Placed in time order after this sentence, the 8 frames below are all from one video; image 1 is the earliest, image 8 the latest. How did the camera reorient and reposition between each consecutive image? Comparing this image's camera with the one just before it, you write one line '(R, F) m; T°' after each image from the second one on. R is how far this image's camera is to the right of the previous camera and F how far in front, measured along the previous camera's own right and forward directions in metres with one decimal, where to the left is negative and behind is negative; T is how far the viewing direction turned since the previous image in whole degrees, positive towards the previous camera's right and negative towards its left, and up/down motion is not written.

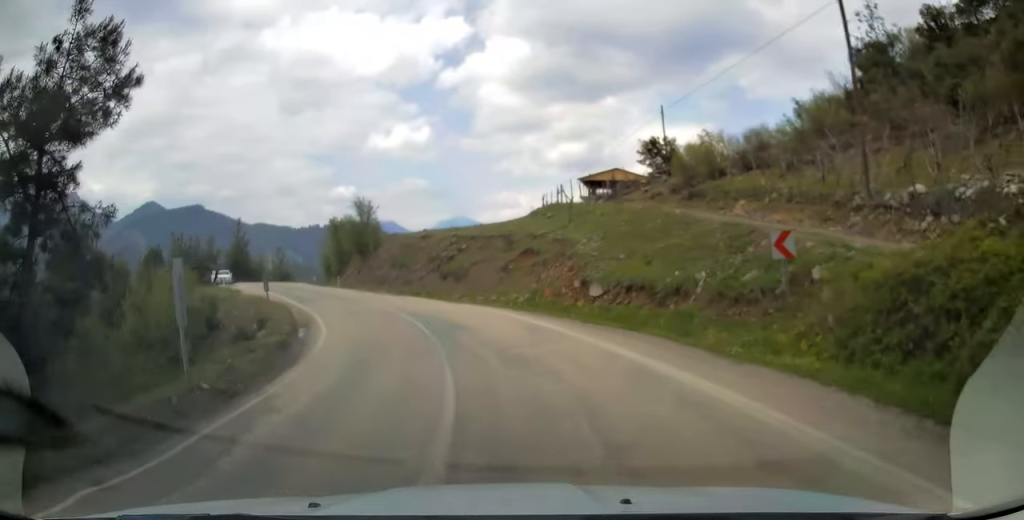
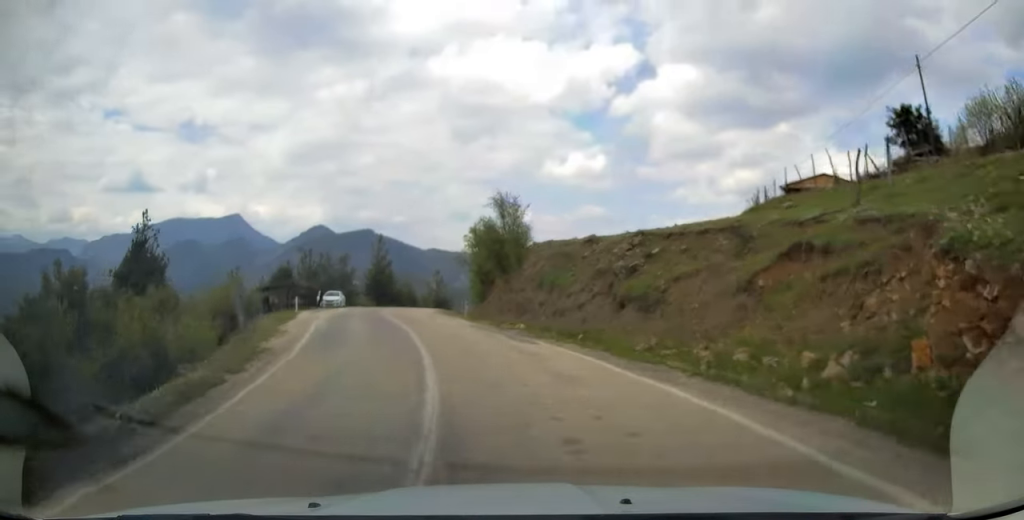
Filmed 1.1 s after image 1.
(-2.0, +15.7) m; -15°
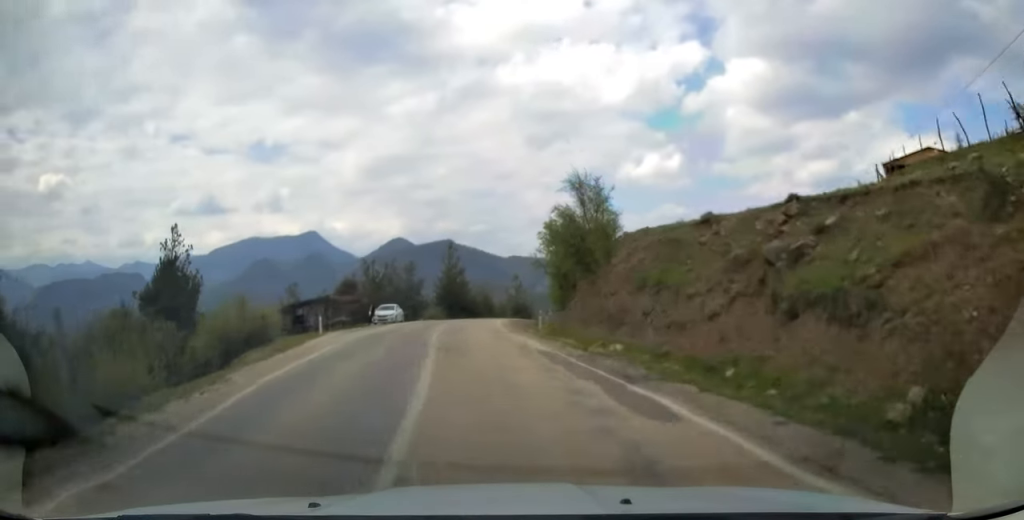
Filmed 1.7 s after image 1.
(-0.5, +8.1) m; -7°
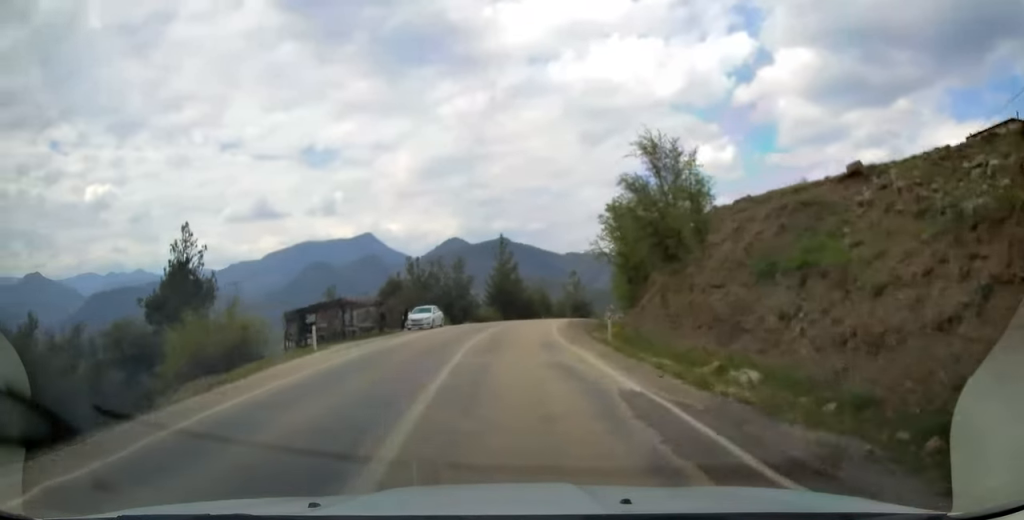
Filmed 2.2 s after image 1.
(-0.5, +7.1) m; -3°
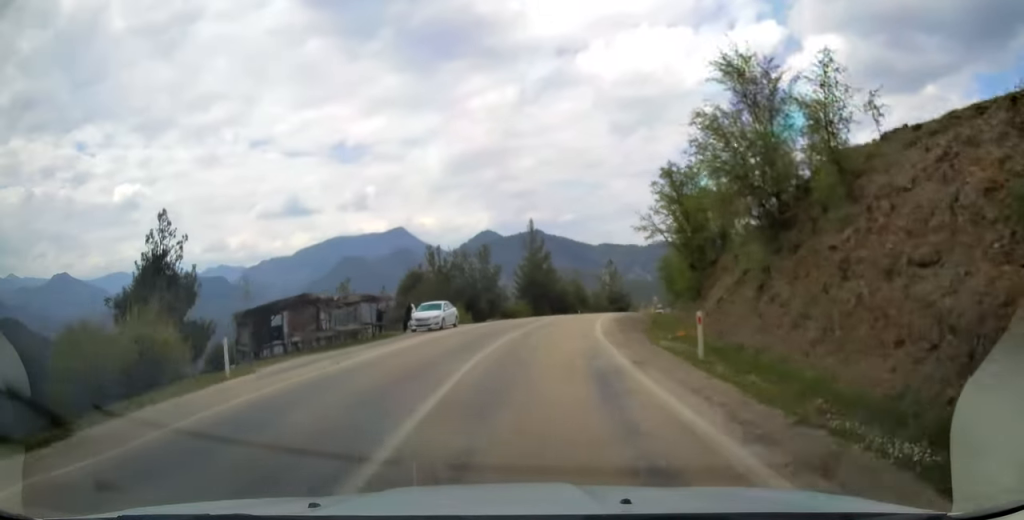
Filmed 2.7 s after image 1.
(-0.3, +8.0) m; -3°
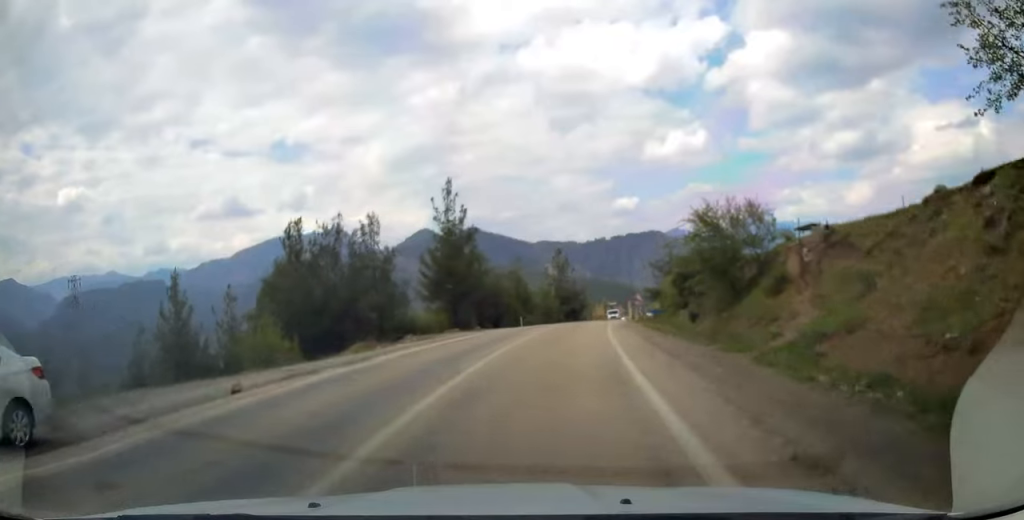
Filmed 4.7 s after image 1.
(0.0, +27.4) m; +3°
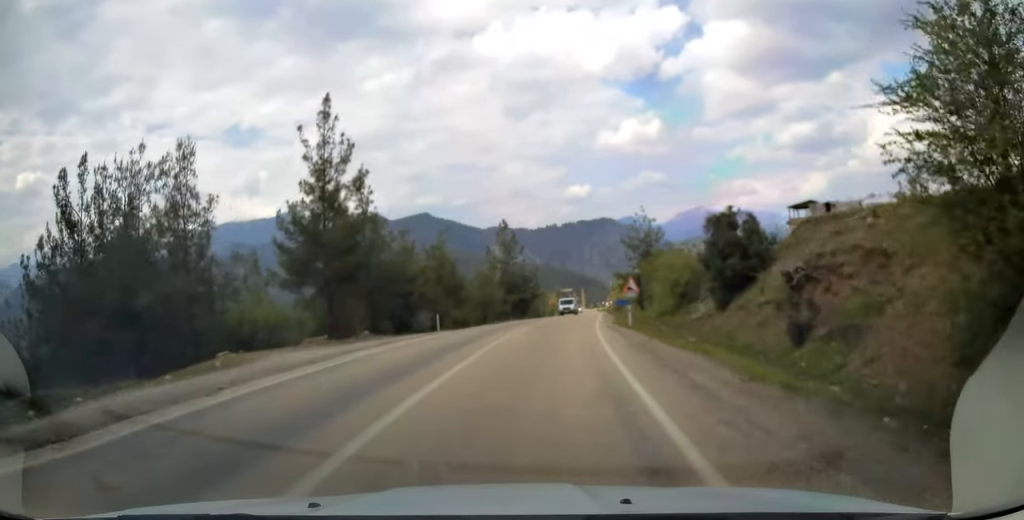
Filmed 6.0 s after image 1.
(+1.1, +19.4) m; +5°
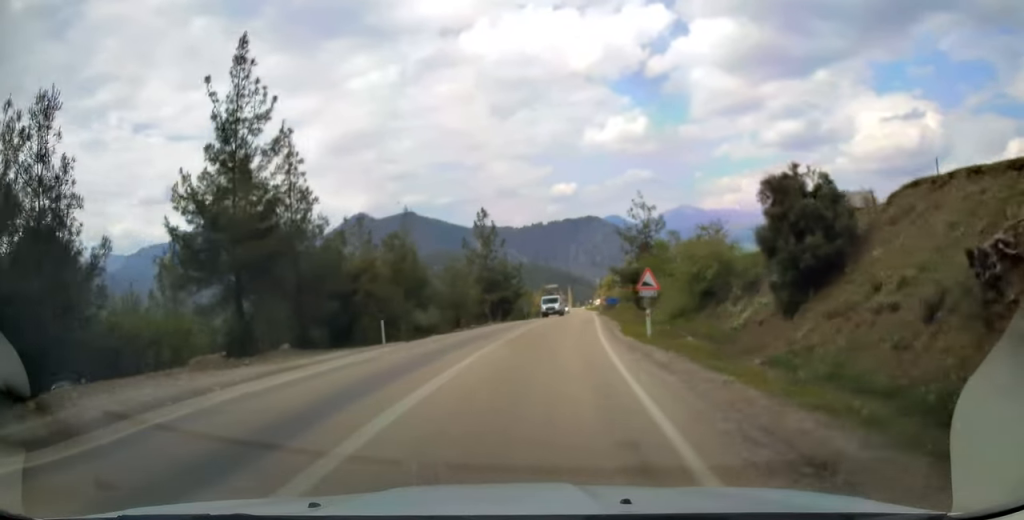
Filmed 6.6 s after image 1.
(0.0, +8.5) m; +1°
